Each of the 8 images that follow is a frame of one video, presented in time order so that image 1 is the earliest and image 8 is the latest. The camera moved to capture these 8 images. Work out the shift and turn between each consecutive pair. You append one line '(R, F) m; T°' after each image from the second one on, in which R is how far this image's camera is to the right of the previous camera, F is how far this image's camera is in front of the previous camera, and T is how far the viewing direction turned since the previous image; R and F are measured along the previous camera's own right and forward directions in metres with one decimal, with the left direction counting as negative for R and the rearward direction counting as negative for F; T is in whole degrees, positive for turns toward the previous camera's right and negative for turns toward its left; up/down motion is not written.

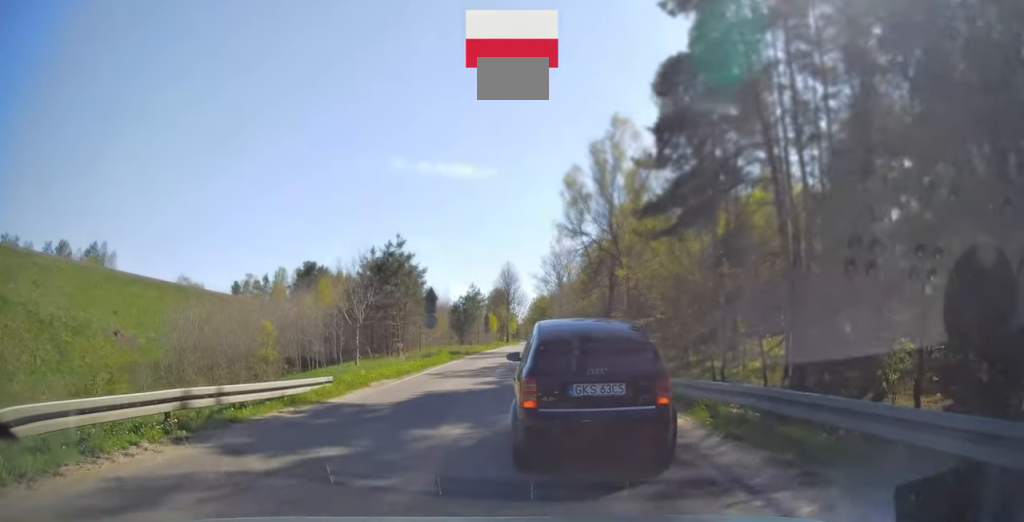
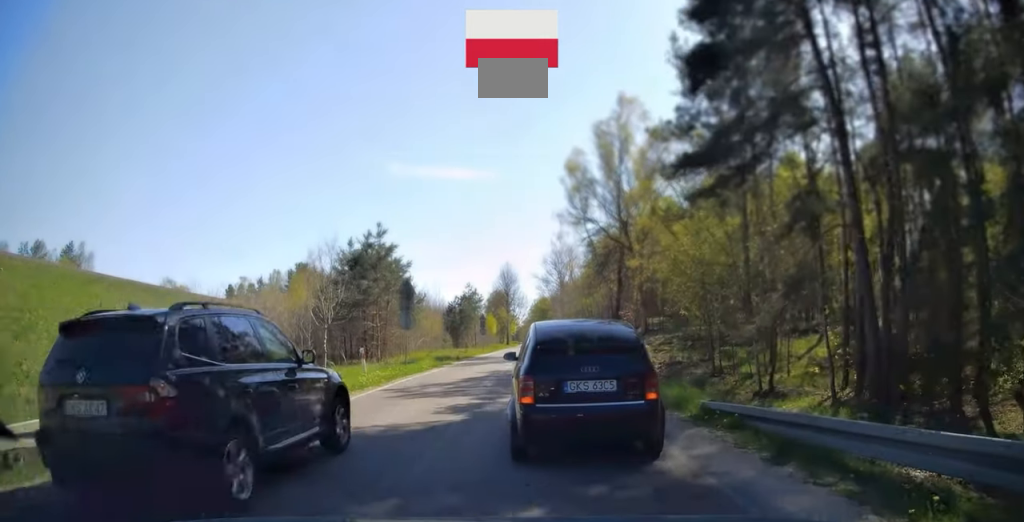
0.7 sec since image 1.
(+0.1, +5.8) m; +2°
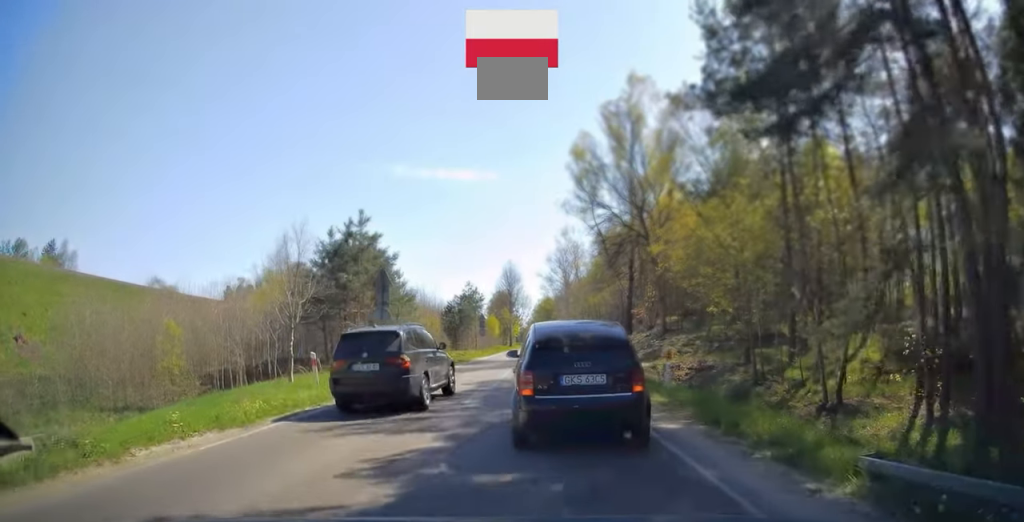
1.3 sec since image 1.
(+0.1, +4.8) m; +1°
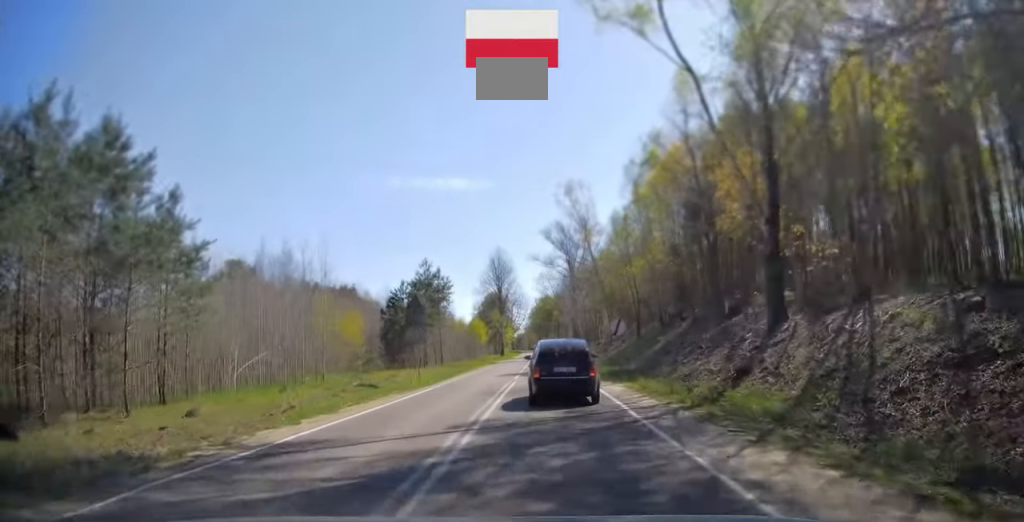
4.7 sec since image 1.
(+0.7, +31.9) m; +1°
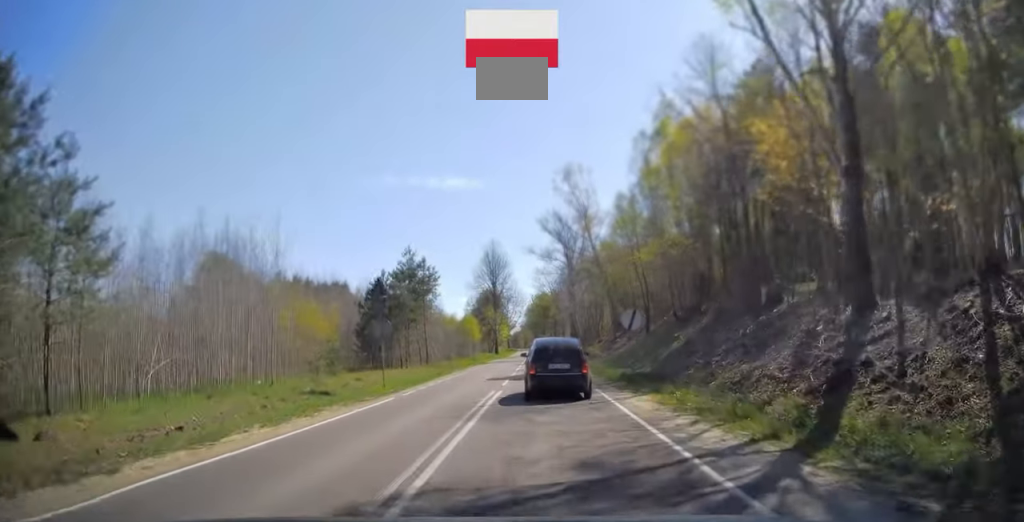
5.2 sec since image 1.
(0.0, +5.8) m; 0°
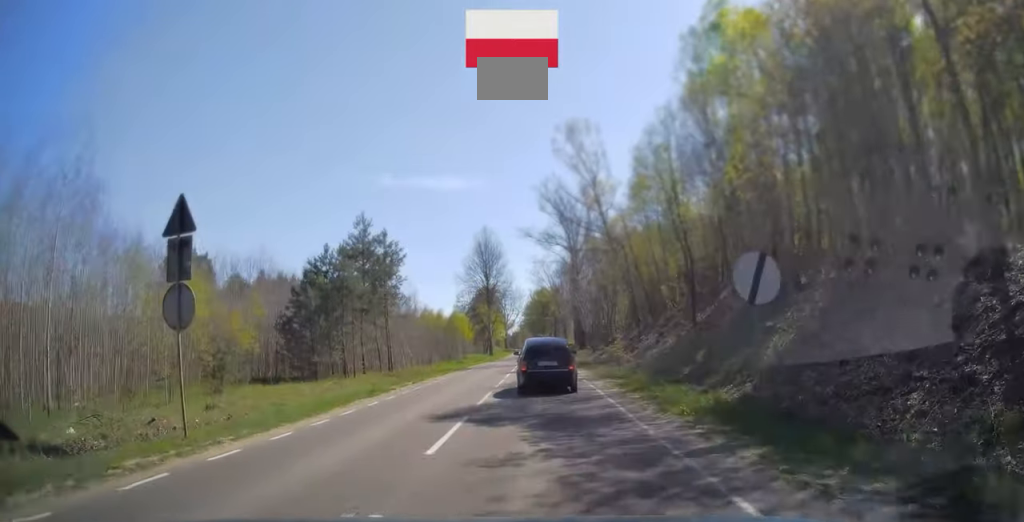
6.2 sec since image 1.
(0.0, +13.4) m; 0°
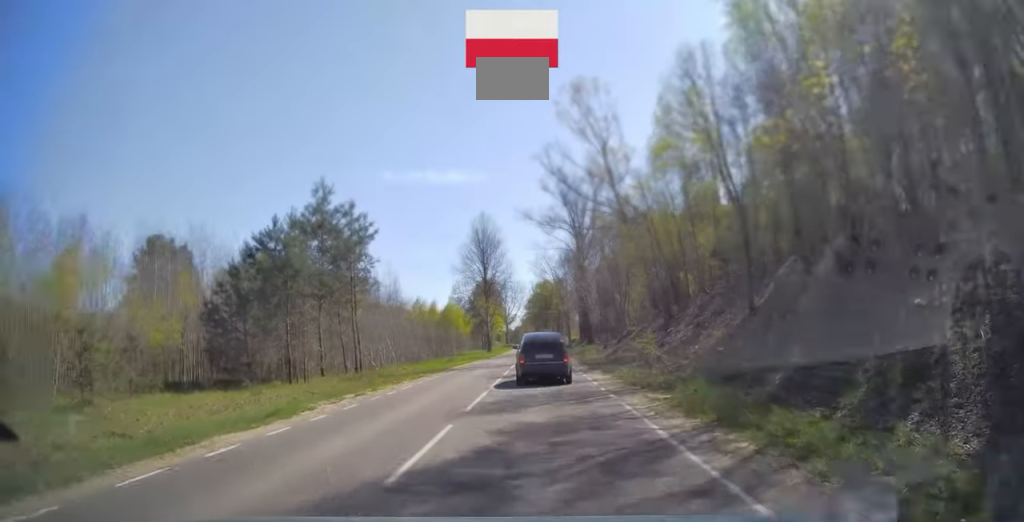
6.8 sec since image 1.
(0.0, +7.8) m; 0°
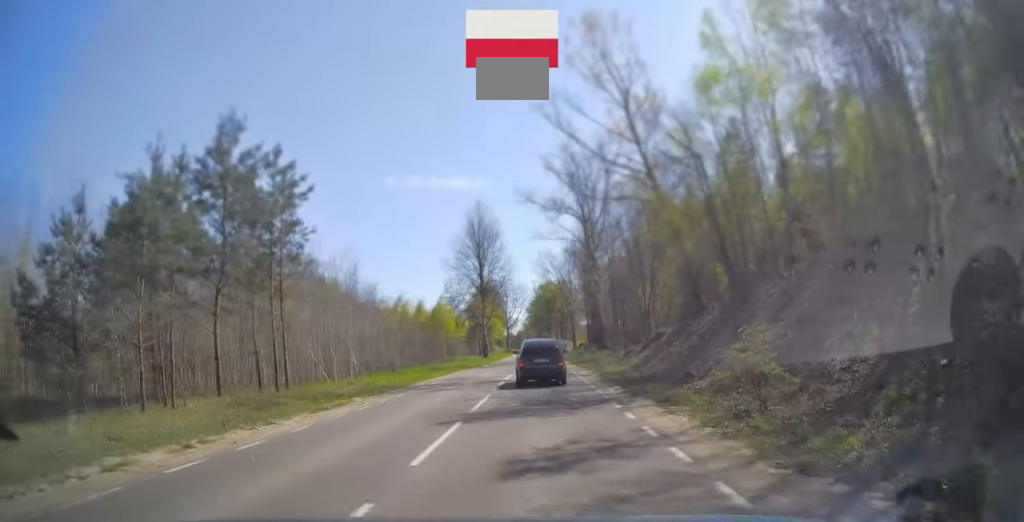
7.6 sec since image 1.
(0.0, +10.9) m; 0°
